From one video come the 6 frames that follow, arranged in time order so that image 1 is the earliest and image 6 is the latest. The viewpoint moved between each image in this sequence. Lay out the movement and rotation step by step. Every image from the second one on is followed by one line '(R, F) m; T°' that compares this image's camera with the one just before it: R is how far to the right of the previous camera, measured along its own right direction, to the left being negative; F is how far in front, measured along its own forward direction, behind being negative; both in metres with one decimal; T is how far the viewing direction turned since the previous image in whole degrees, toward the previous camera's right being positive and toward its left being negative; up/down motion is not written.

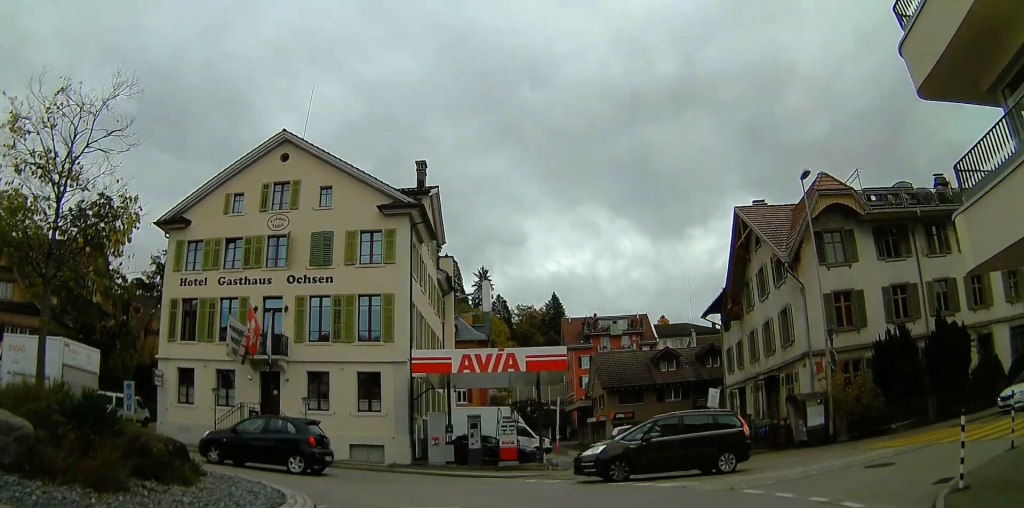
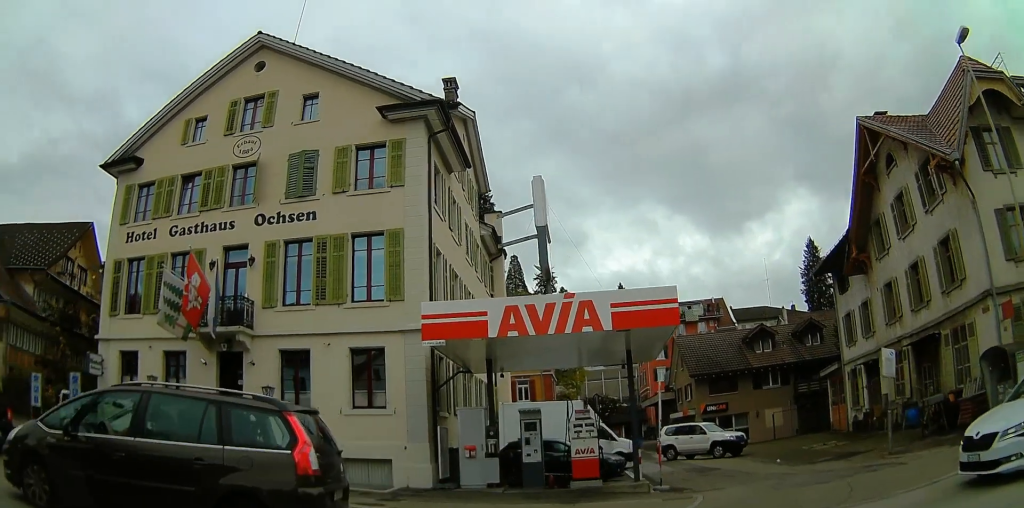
(+1.9, +9.6) m; +12°
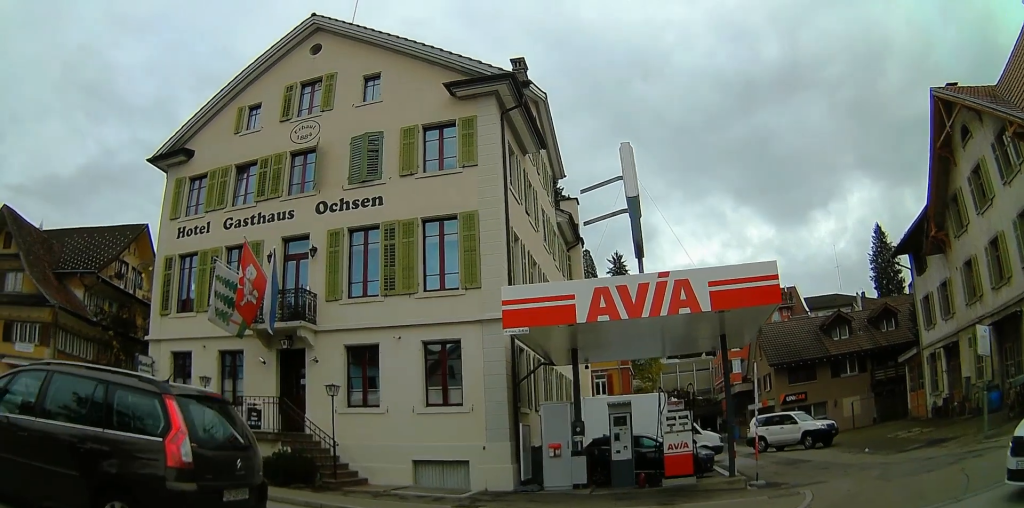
(-0.2, +1.9) m; -15°
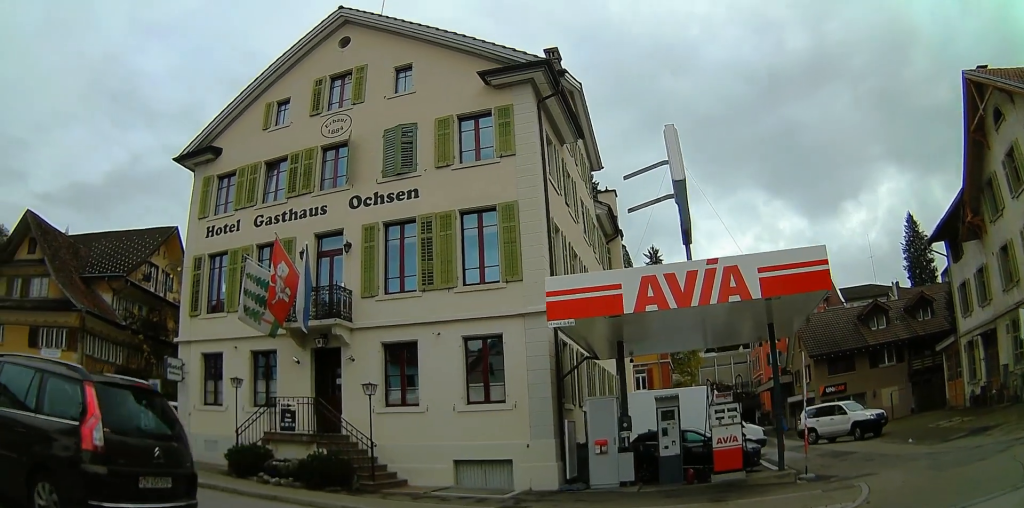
(0.0, +0.9) m; -13°
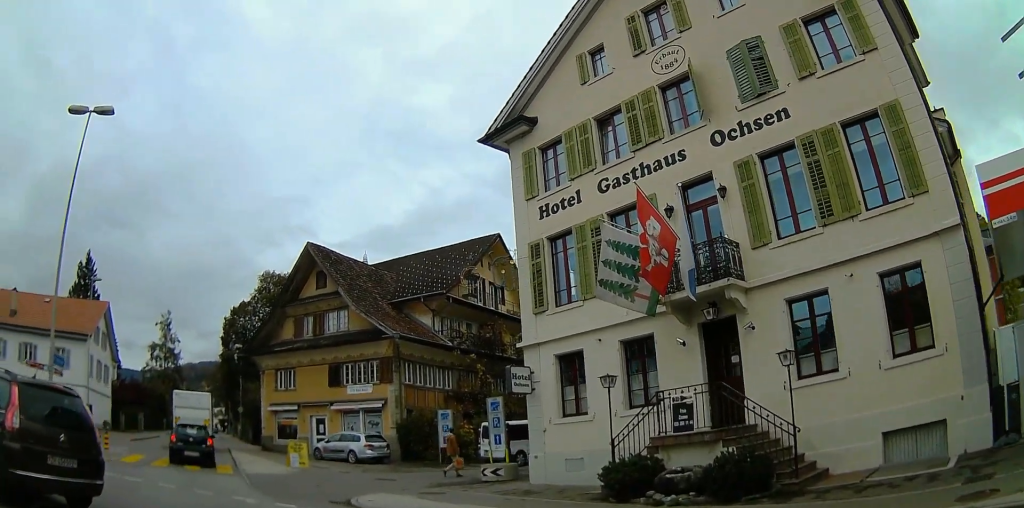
(-2.0, +2.9) m; -43°
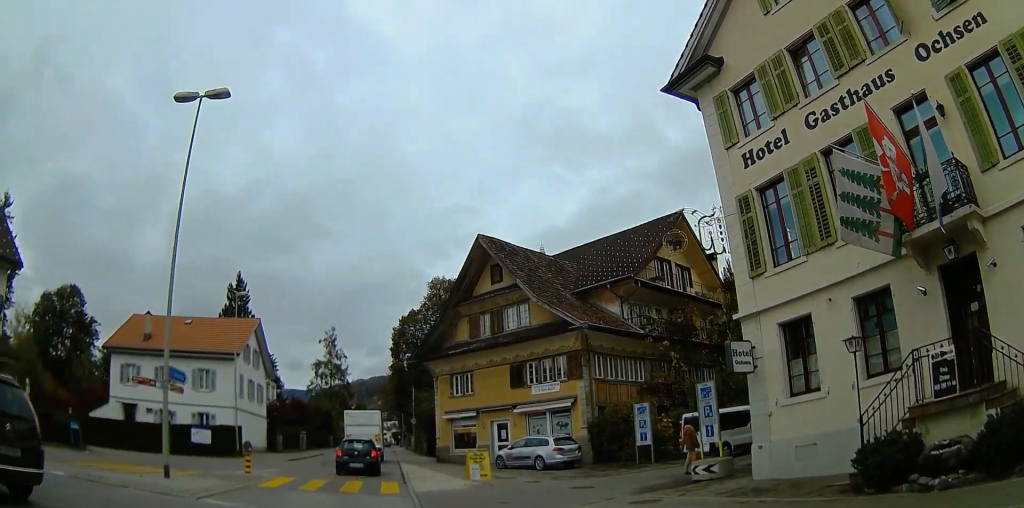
(0.0, +2.9) m; -5°
